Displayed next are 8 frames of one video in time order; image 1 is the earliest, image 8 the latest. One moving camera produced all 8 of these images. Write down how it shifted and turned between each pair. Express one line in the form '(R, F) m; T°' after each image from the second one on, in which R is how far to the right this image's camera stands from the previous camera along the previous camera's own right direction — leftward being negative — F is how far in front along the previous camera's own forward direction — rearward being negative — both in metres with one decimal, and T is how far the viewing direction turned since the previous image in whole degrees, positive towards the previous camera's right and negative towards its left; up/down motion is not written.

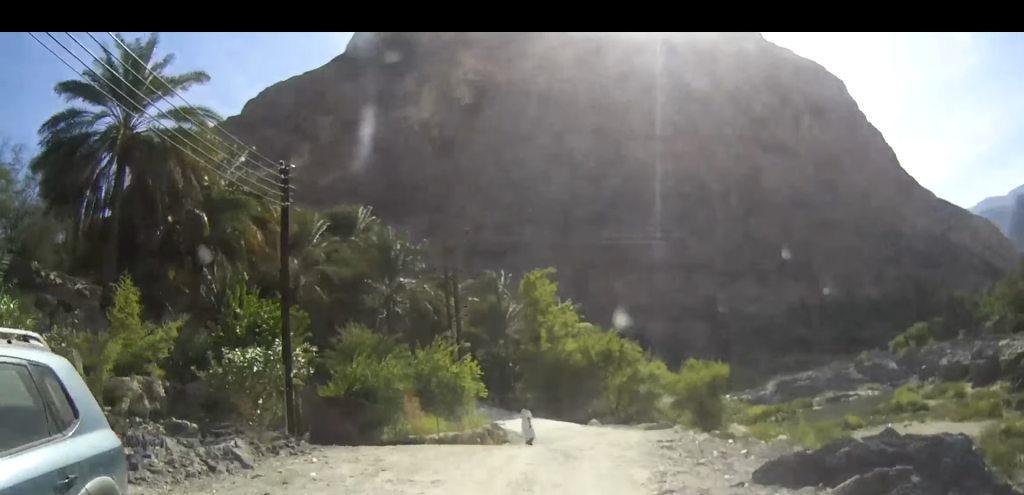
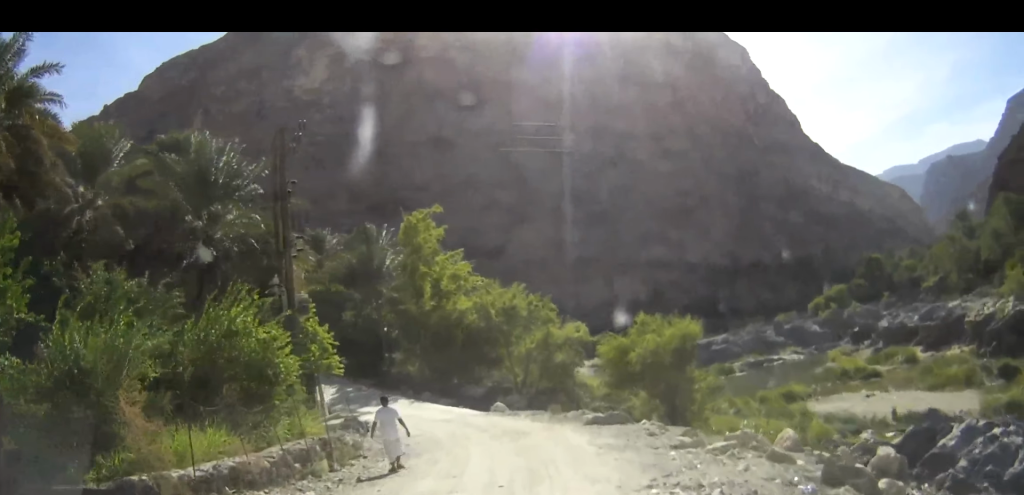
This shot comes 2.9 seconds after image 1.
(+1.0, +12.8) m; +10°
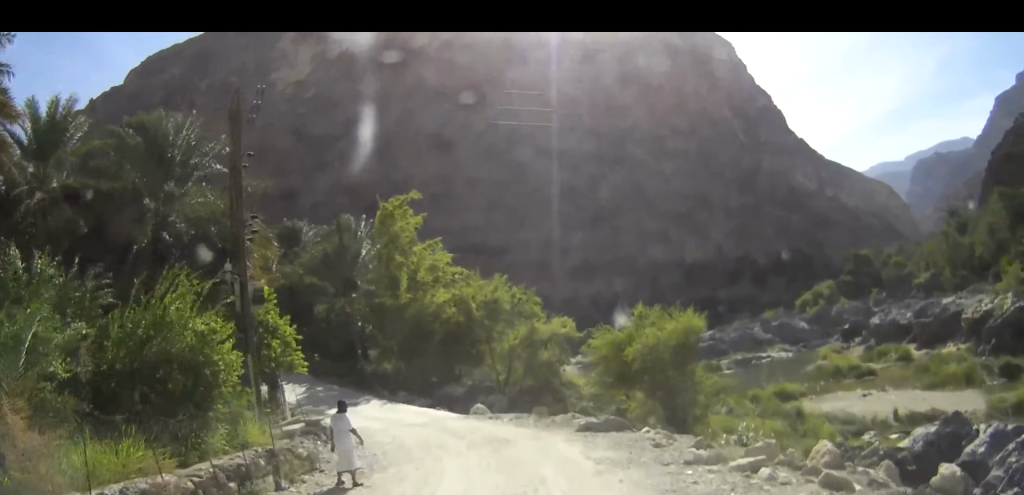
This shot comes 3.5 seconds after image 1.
(+0.1, +2.5) m; +1°
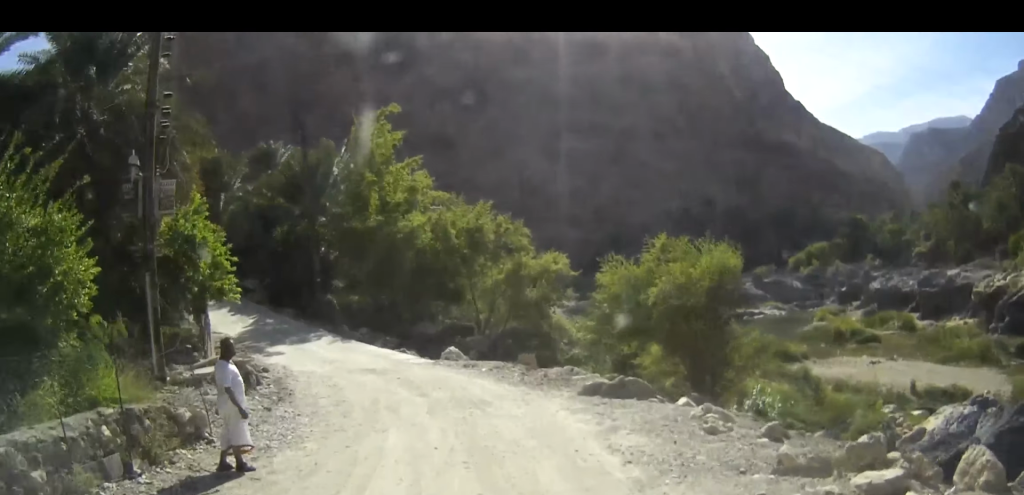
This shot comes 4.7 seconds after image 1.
(0.0, +4.5) m; 0°
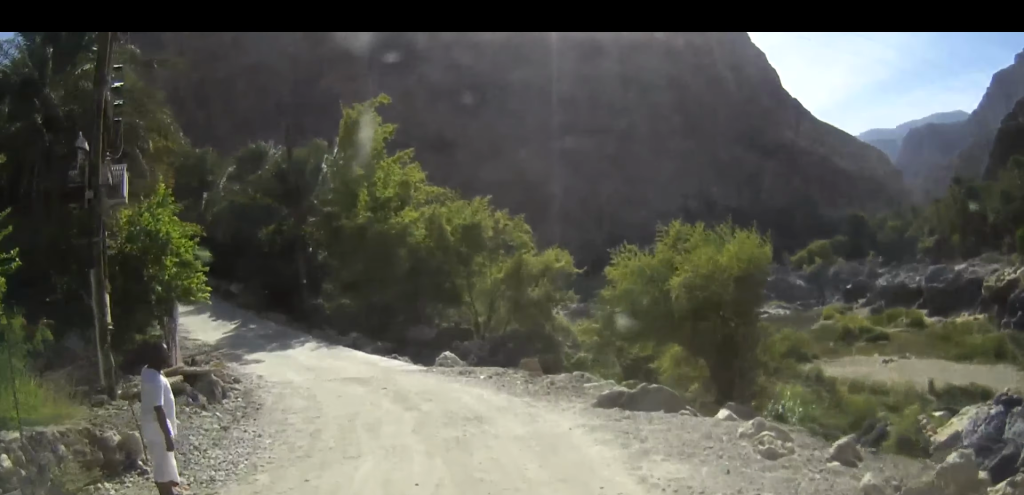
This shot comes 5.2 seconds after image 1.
(0.0, +2.0) m; -2°
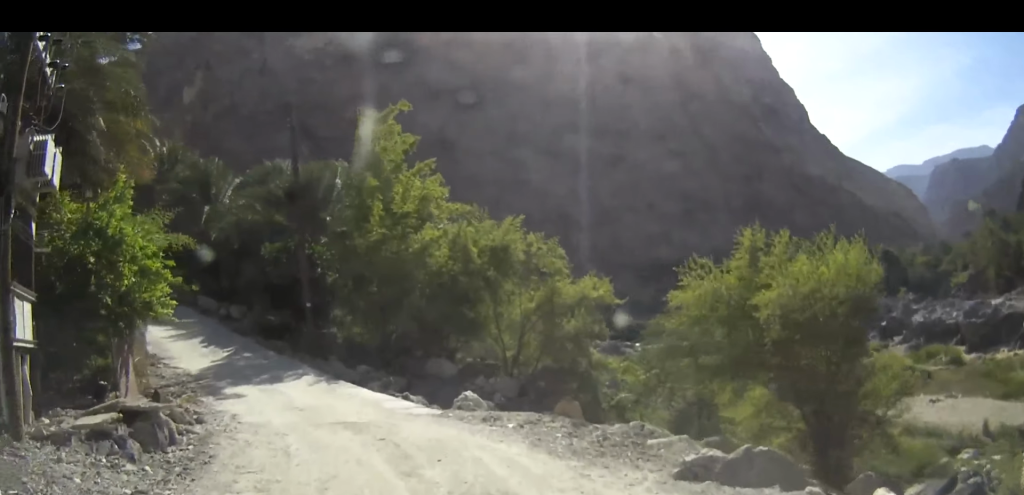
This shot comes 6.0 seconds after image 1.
(0.0, +3.4) m; -4°
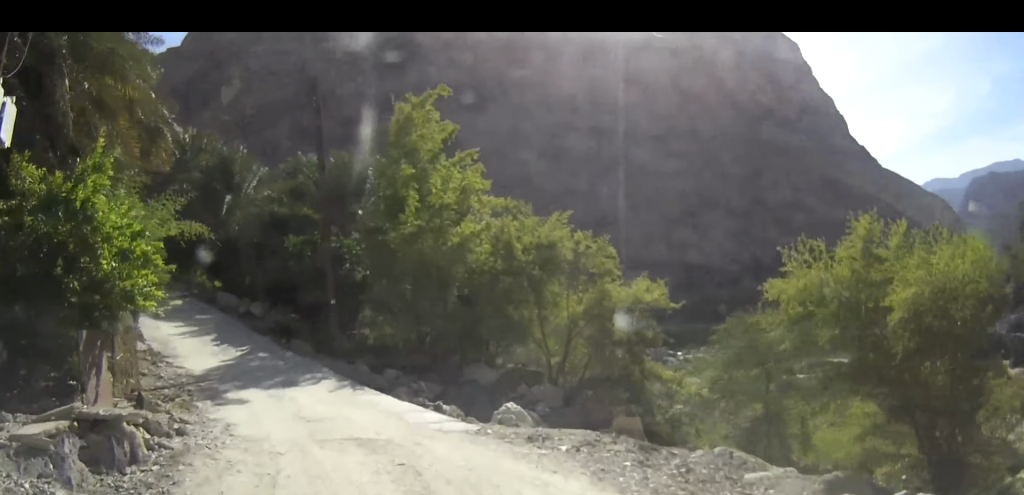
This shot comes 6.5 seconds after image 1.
(-0.1, +2.2) m; -4°
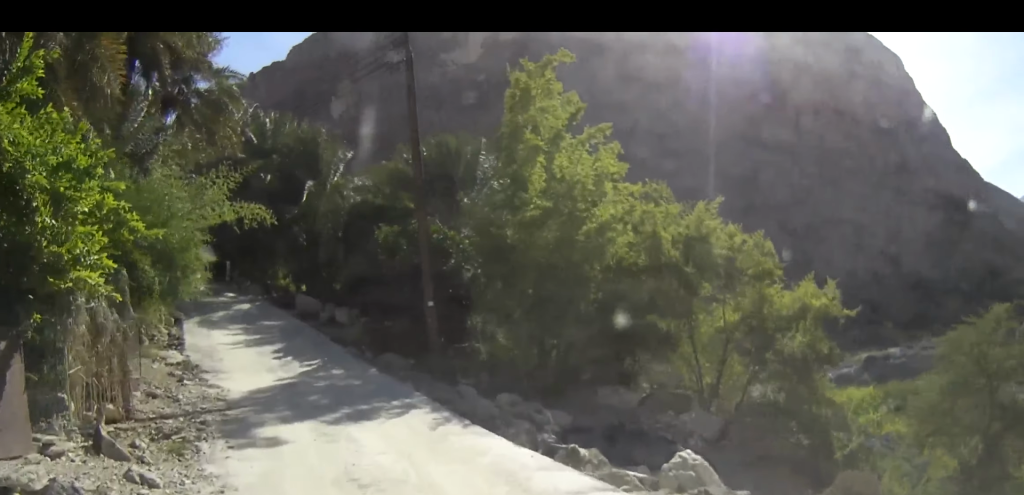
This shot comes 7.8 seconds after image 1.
(-0.5, +5.8) m; -10°
